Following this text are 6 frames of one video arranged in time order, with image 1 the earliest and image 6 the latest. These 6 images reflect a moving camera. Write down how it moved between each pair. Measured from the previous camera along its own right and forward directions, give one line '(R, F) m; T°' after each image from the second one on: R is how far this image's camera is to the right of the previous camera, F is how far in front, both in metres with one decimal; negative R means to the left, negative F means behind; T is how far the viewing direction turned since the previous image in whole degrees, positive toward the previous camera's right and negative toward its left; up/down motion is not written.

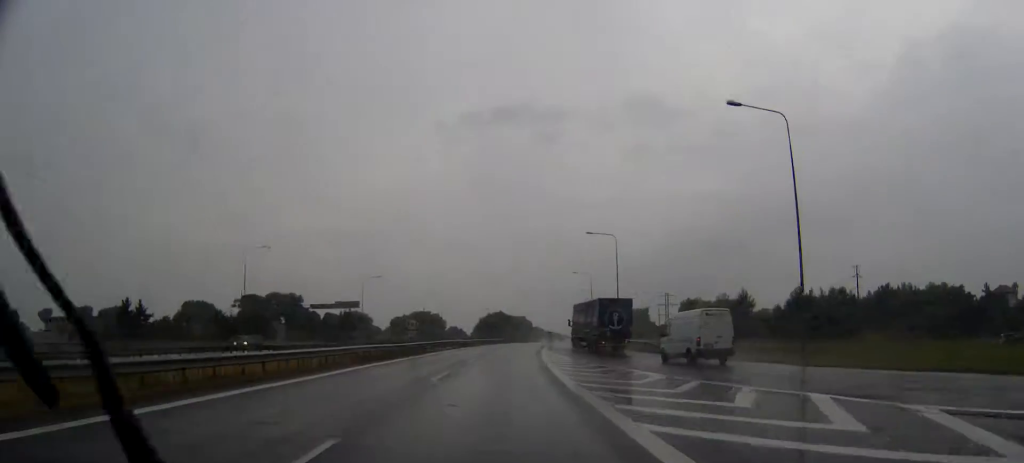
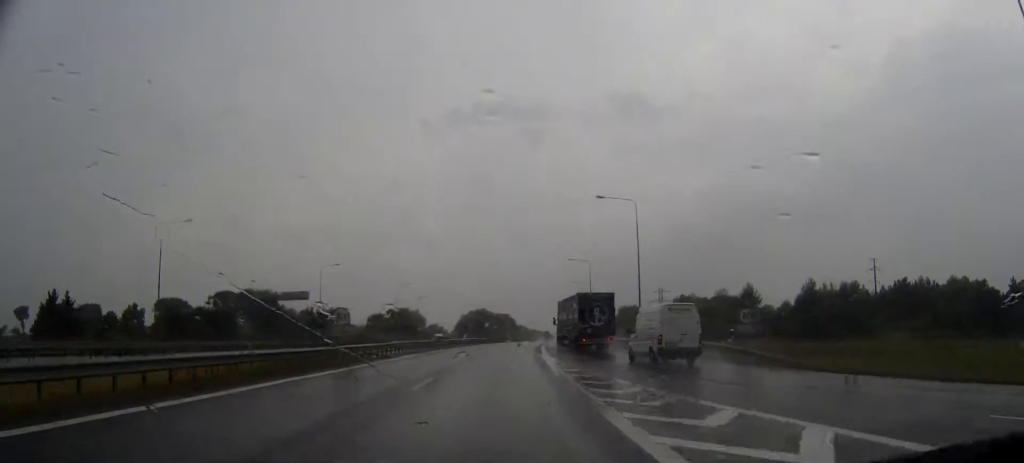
(+0.2, +20.1) m; +1°
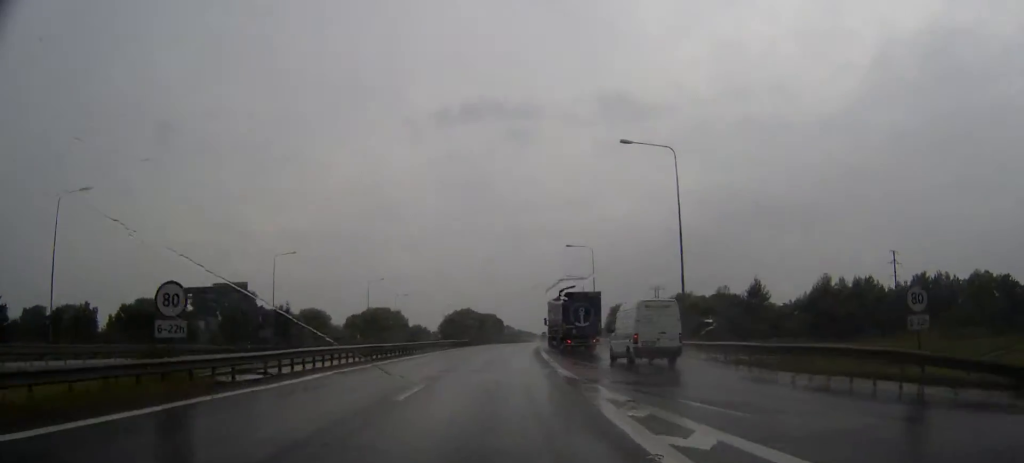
(+0.1, +17.5) m; +1°
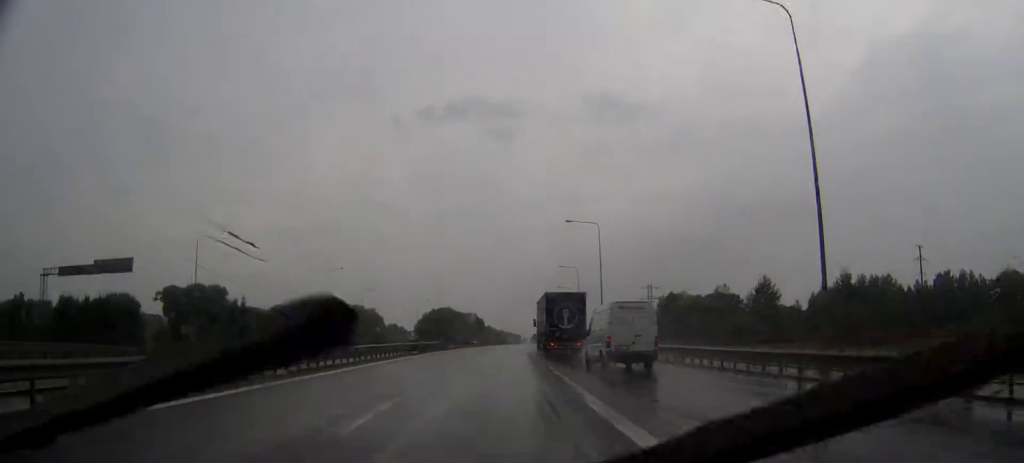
(+0.2, +20.3) m; +1°
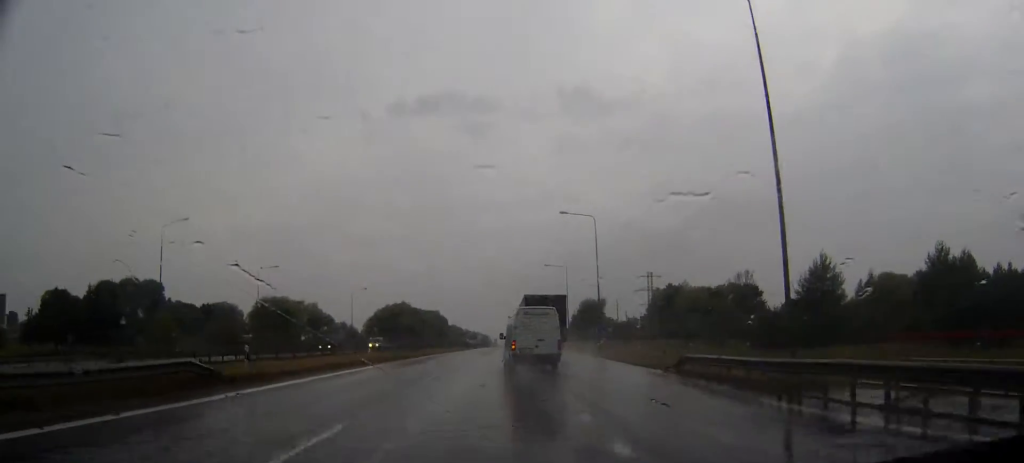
(+1.1, +49.8) m; +2°
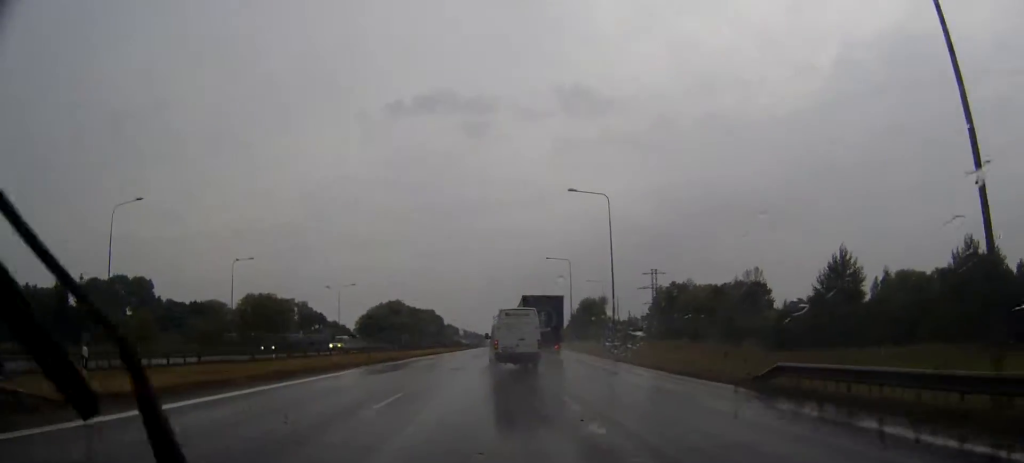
(0.0, +9.7) m; 0°
